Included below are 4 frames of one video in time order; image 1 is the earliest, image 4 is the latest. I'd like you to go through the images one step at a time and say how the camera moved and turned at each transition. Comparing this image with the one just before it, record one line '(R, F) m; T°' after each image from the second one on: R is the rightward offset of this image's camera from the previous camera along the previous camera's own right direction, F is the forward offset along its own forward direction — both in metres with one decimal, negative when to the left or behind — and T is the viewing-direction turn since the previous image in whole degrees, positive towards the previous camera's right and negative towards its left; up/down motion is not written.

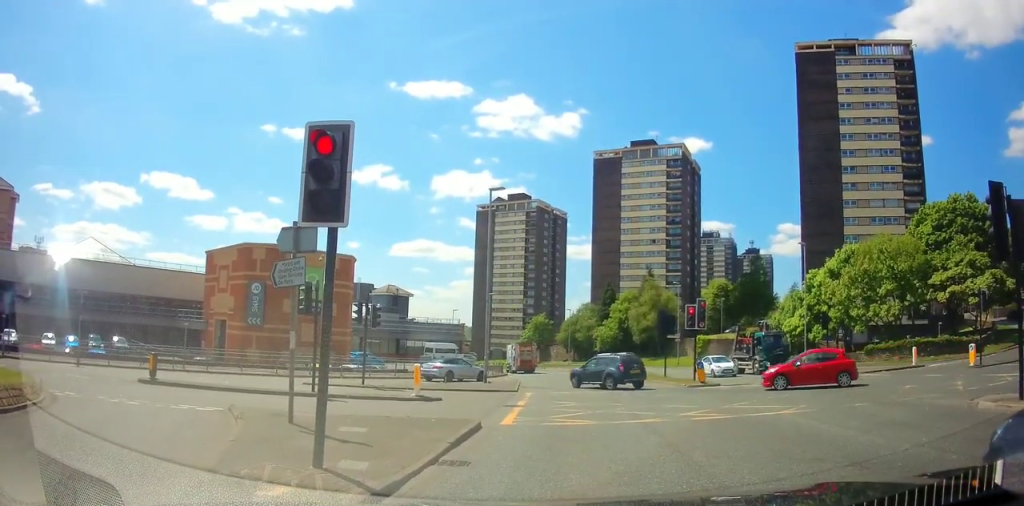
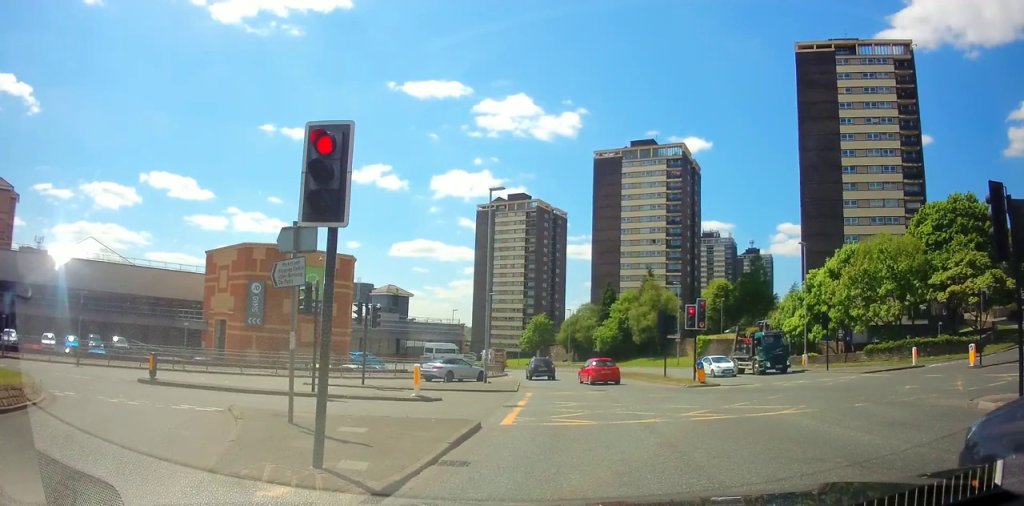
(0.0, 0.0) m; 0°
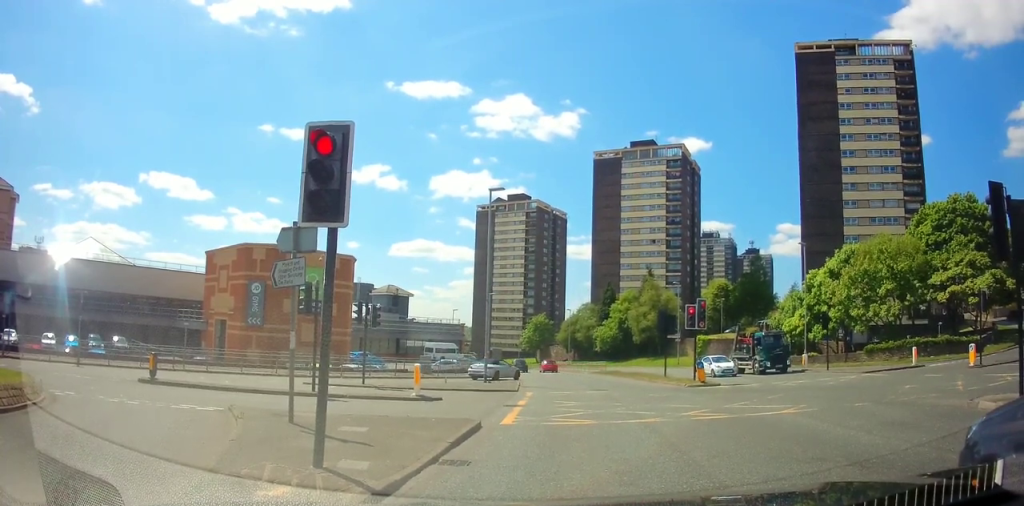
(0.0, 0.0) m; 0°
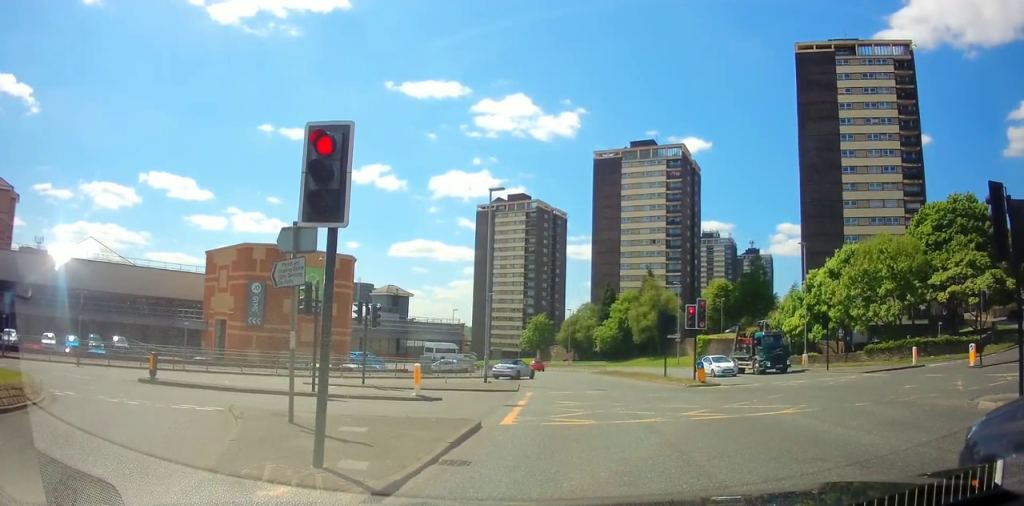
(0.0, 0.0) m; 0°
